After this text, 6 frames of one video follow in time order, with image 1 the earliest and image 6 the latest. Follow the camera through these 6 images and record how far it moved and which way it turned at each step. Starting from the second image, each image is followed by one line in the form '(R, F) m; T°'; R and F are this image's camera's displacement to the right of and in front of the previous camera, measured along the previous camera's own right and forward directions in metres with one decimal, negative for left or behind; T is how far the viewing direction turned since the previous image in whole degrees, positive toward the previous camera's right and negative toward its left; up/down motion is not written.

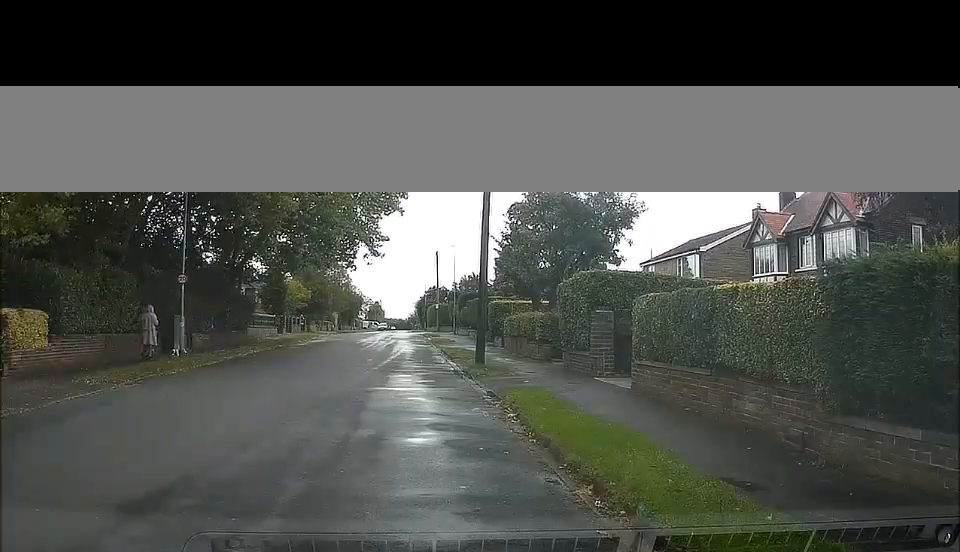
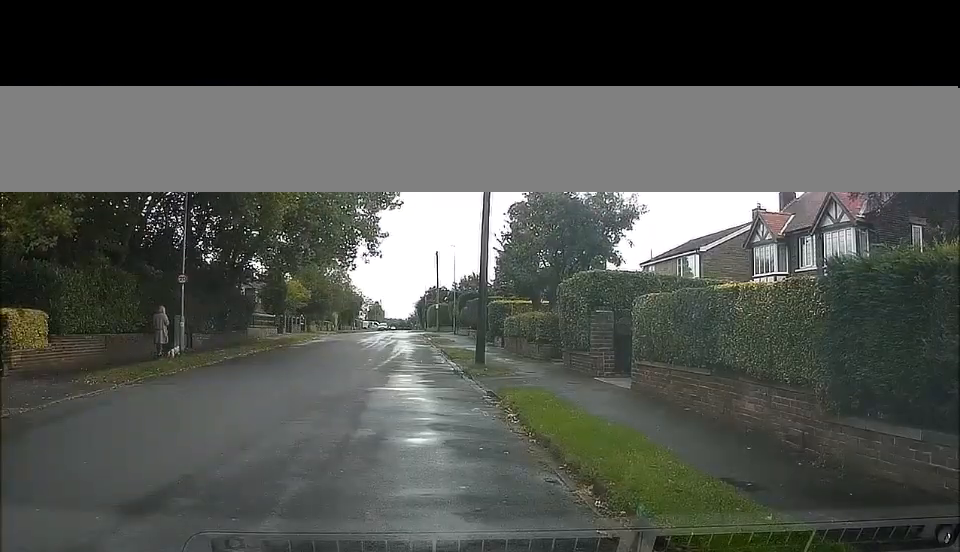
(0.0, 0.0) m; 0°
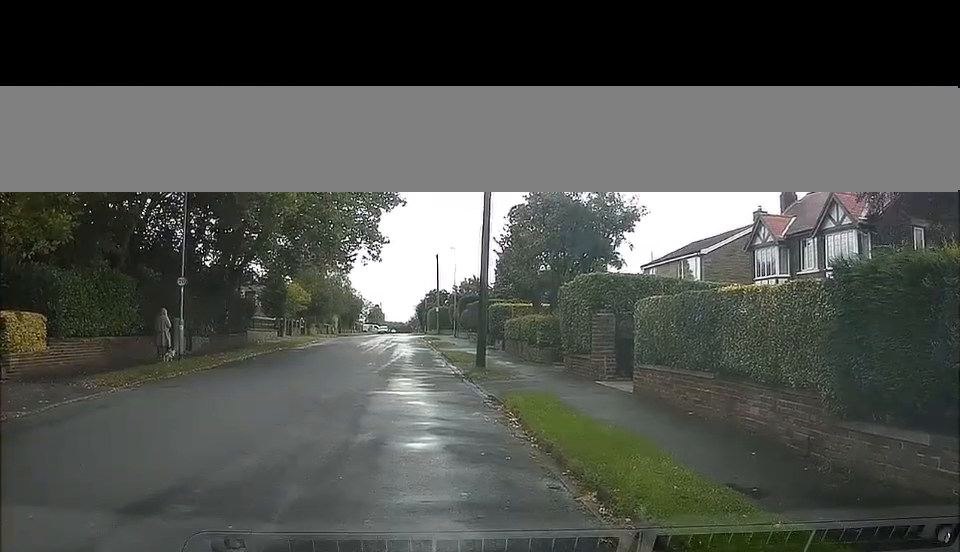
(0.0, 0.0) m; 0°
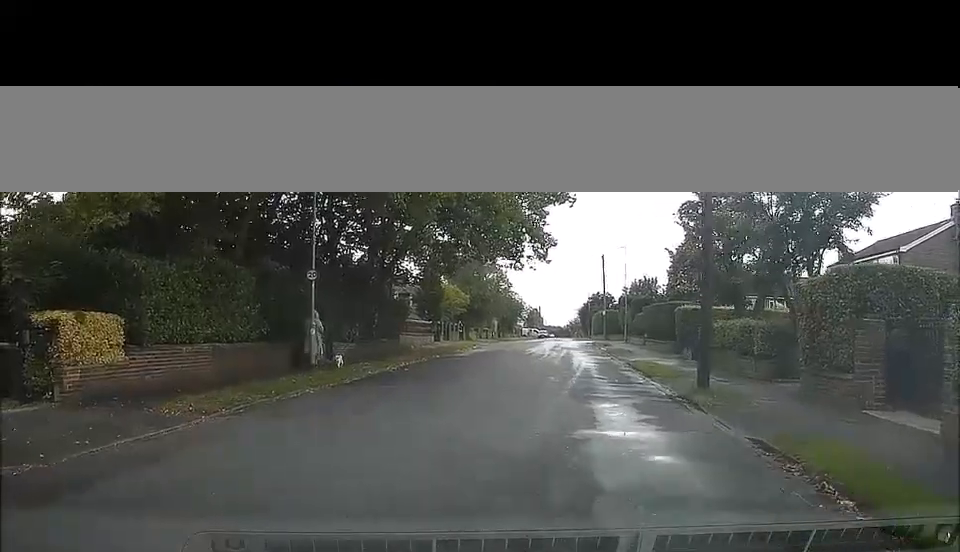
(+0.4, +3.8) m; -7°
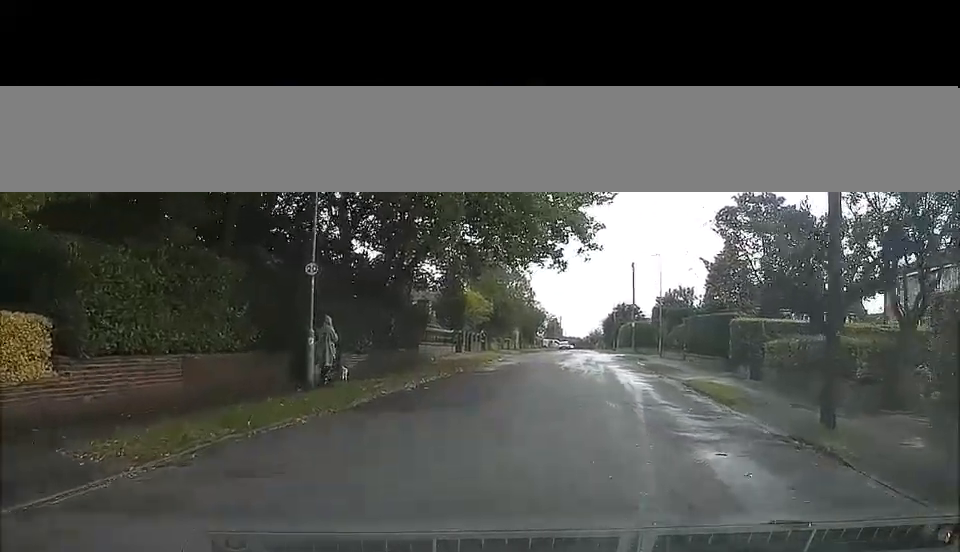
(-0.6, +4.2) m; -13°
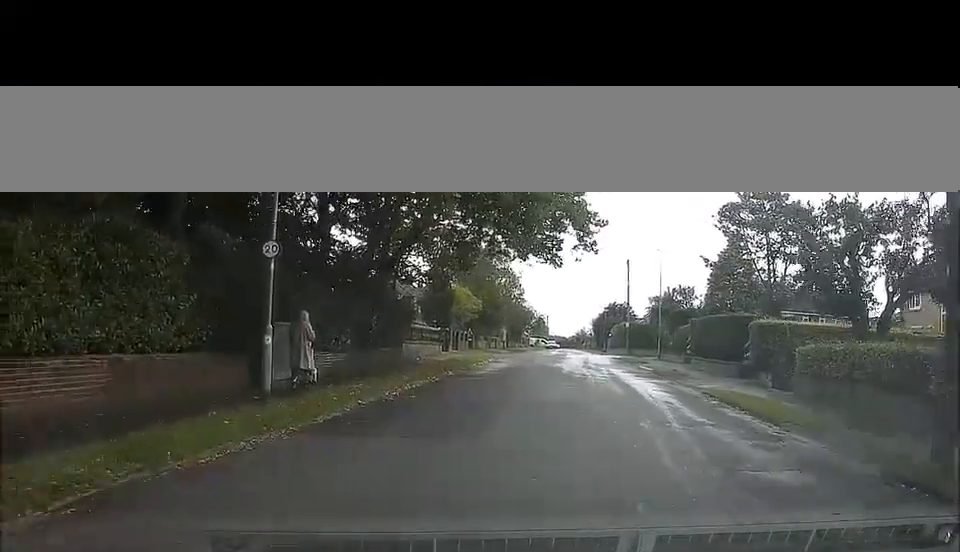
(-0.2, +2.9) m; -4°
